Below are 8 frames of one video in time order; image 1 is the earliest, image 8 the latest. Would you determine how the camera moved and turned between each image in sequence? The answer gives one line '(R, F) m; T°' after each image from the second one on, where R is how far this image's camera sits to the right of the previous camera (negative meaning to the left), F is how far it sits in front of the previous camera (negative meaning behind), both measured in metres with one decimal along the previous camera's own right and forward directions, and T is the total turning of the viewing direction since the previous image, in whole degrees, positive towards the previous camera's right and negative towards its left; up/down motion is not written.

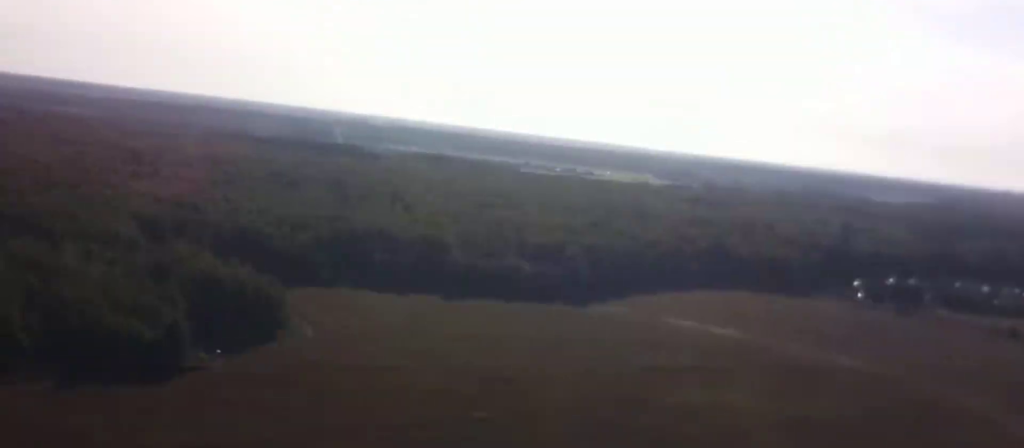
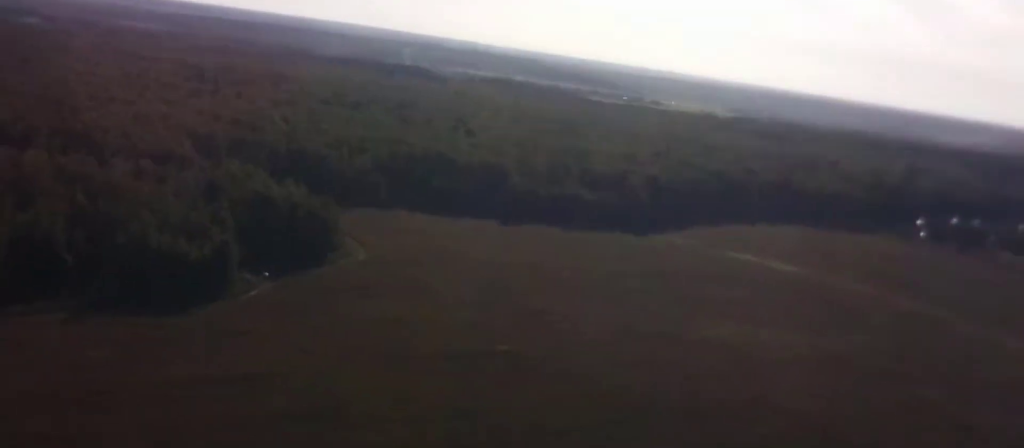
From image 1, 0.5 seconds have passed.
(-0.2, +12.5) m; -1°
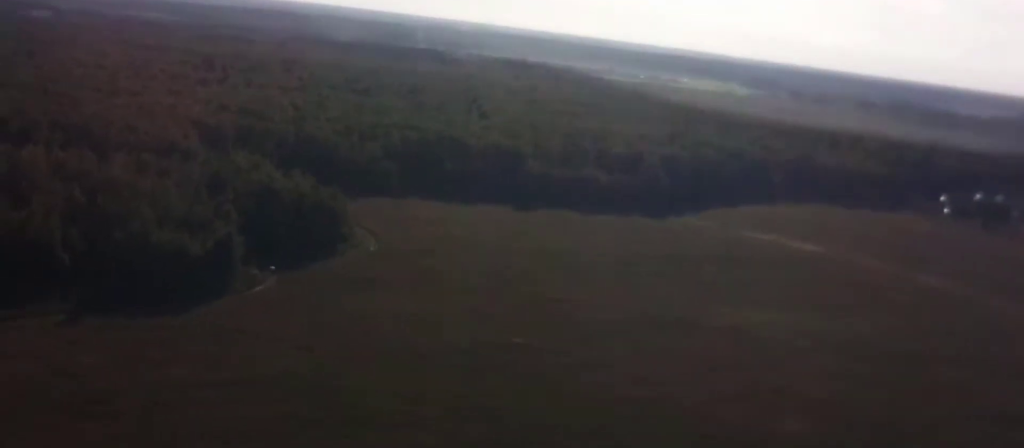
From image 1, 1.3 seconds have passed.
(-0.2, +17.2) m; -1°
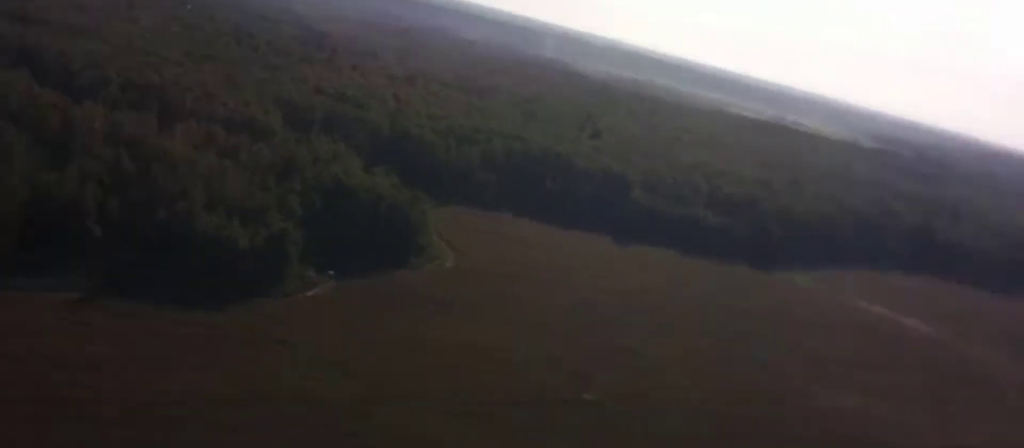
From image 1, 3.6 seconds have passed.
(-3.1, +52.2) m; -15°
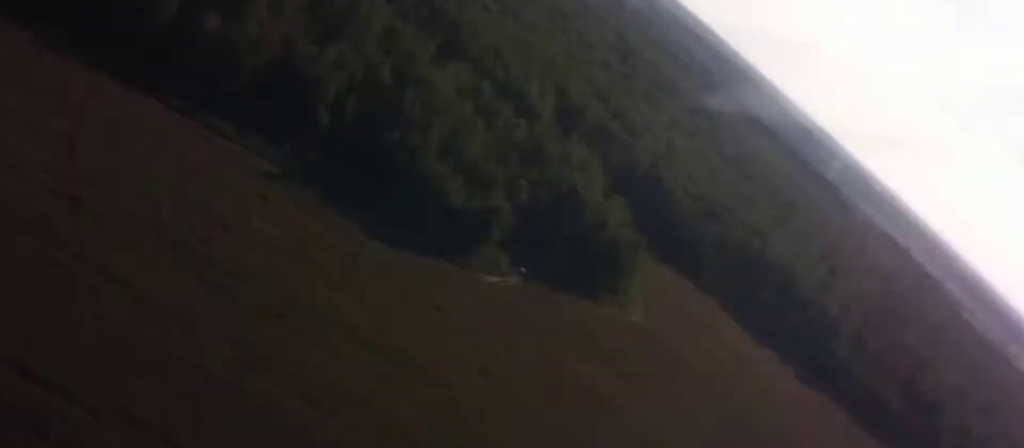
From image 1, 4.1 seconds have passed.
(+0.1, +10.5) m; -8°
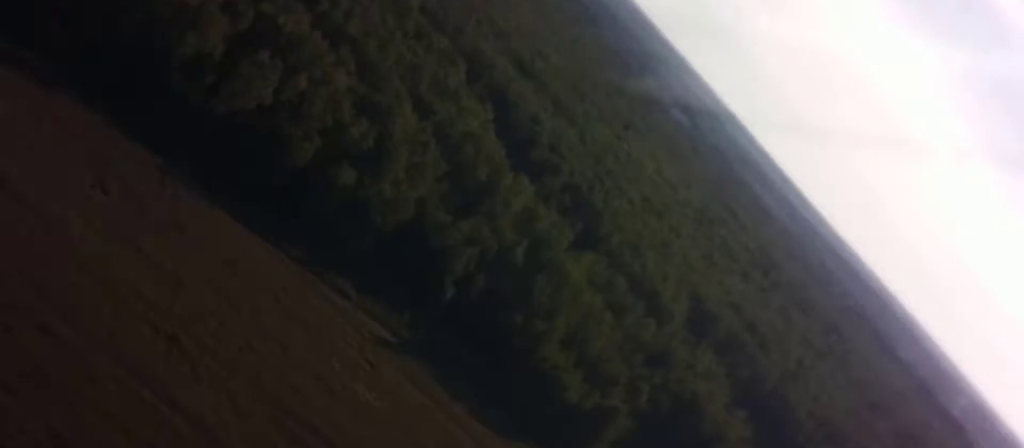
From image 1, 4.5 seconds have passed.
(-1.7, +9.0) m; -8°
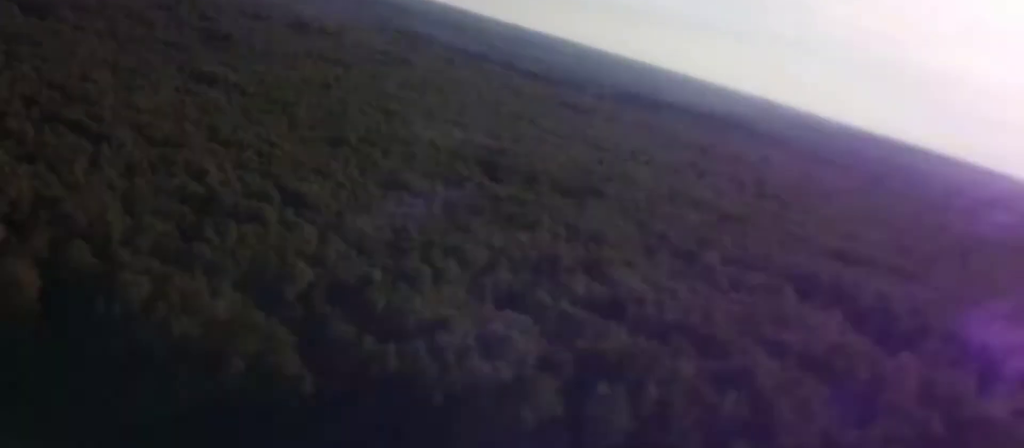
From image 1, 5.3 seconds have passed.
(-1.8, +15.0) m; -12°
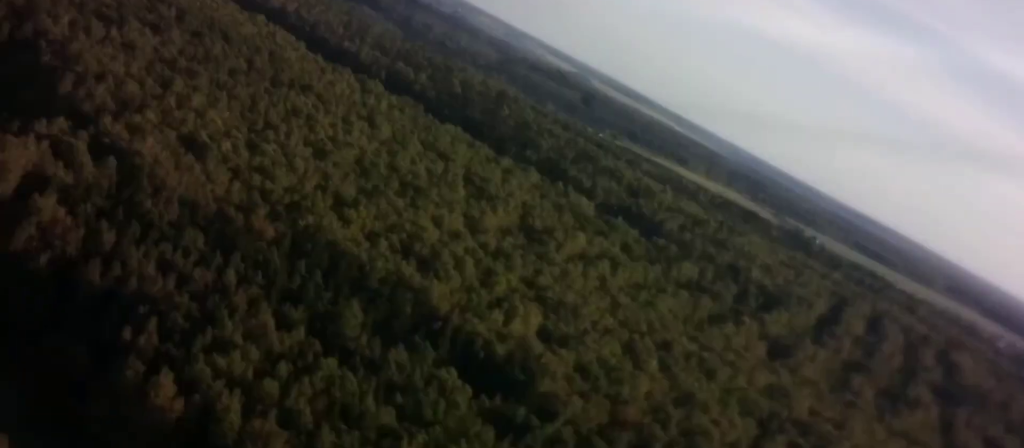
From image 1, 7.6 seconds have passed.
(-10.8, +38.7) m; -36°
